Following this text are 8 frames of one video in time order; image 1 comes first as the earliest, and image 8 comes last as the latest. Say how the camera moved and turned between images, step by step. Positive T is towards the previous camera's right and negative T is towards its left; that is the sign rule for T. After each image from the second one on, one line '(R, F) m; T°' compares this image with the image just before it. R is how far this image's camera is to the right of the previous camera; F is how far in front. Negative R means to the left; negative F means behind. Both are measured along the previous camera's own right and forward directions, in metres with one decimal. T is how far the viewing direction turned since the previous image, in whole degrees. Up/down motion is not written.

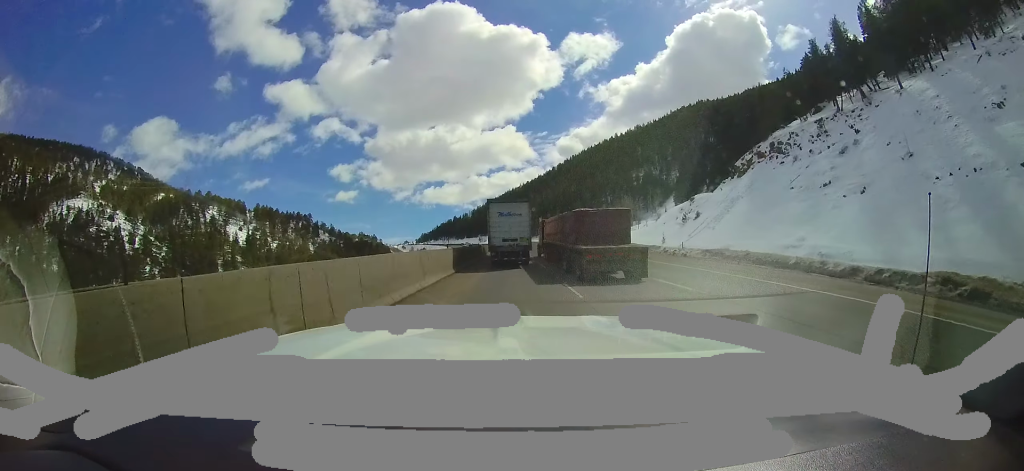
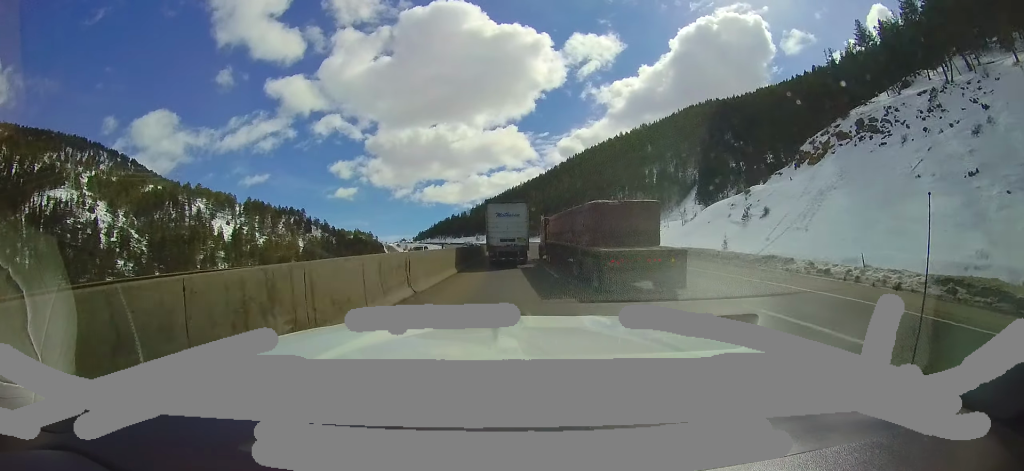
(-0.1, +16.8) m; 0°
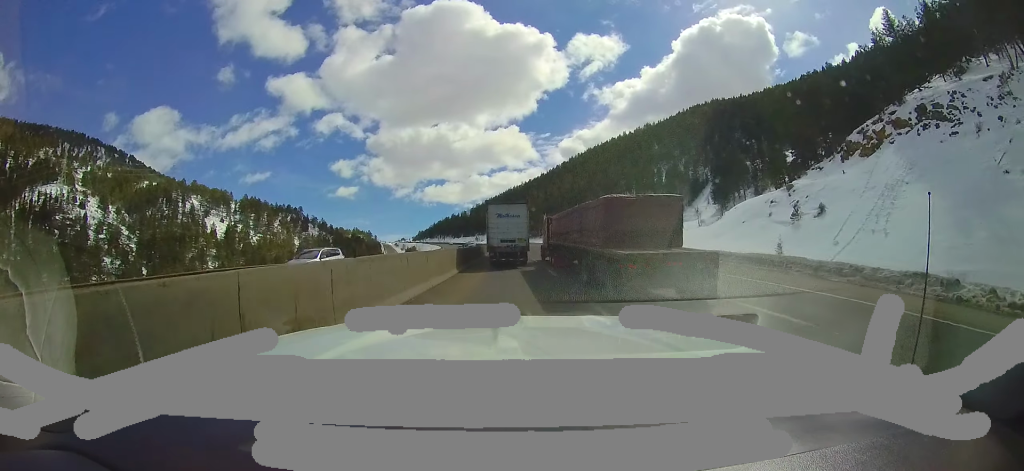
(-0.1, +8.8) m; 0°
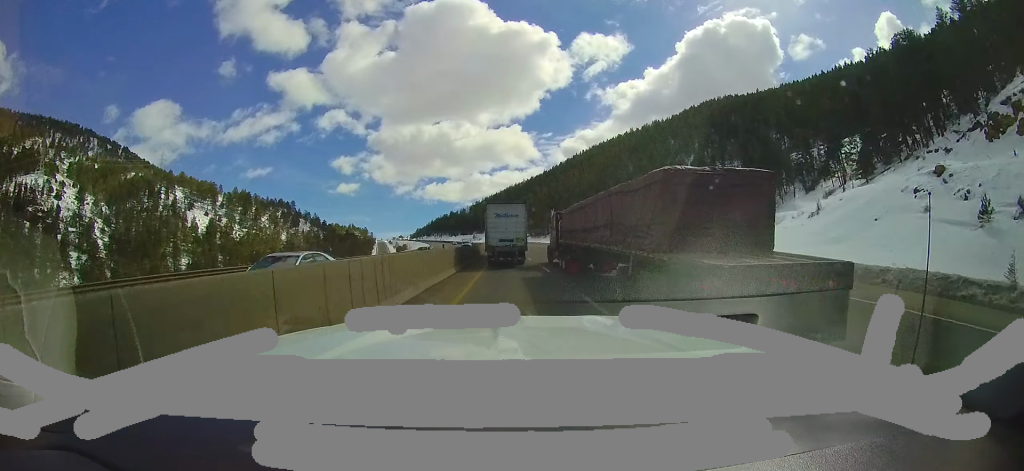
(+0.2, +20.6) m; 0°
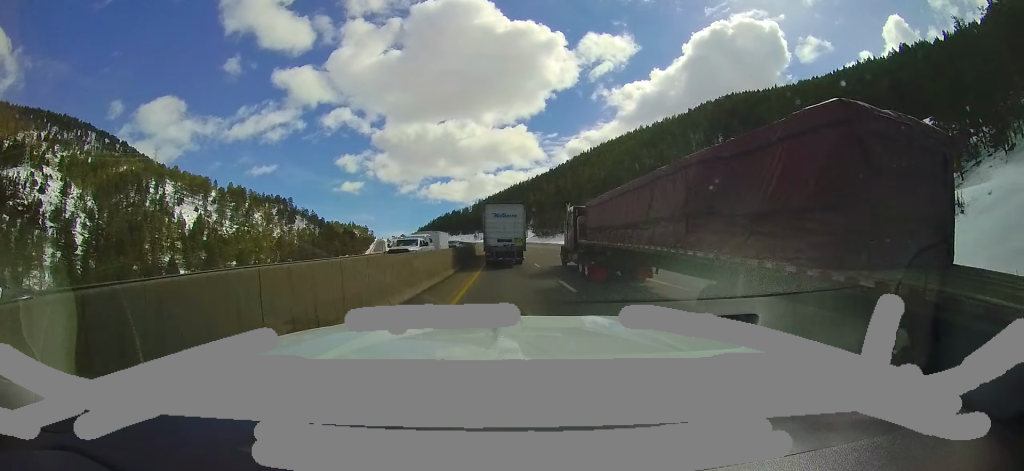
(-0.1, +17.2) m; 0°
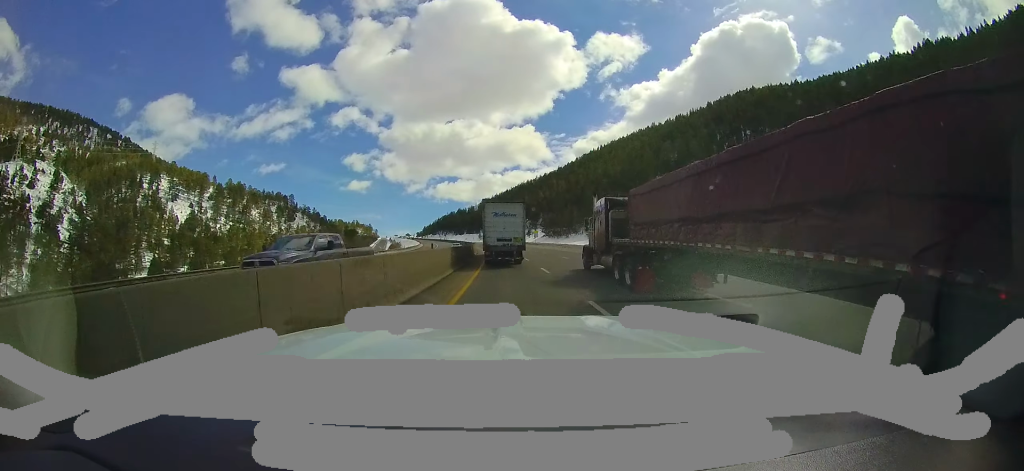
(+0.2, +14.9) m; 0°
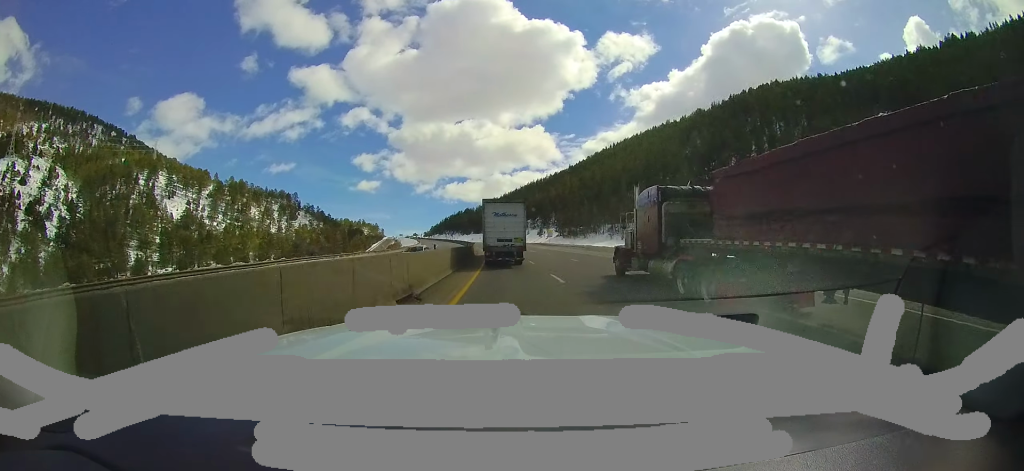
(-0.2, +14.5) m; -2°
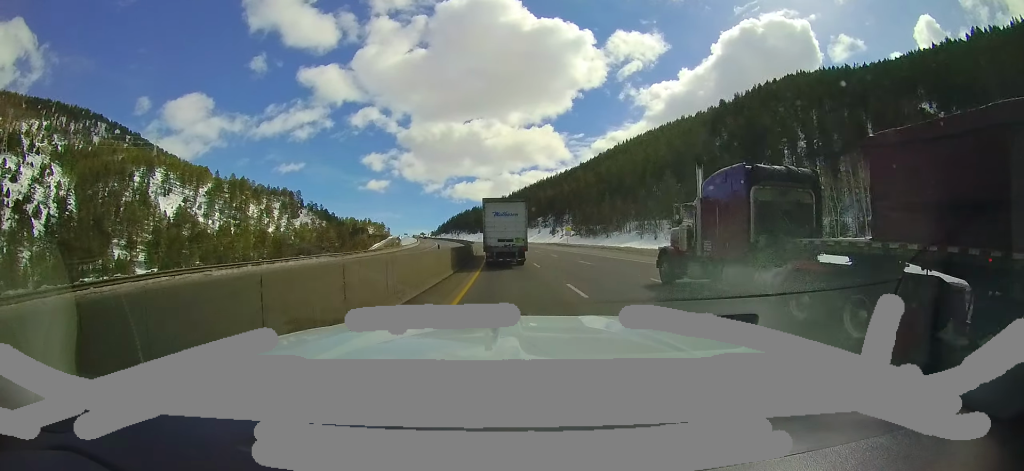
(-0.3, +14.9) m; -2°
